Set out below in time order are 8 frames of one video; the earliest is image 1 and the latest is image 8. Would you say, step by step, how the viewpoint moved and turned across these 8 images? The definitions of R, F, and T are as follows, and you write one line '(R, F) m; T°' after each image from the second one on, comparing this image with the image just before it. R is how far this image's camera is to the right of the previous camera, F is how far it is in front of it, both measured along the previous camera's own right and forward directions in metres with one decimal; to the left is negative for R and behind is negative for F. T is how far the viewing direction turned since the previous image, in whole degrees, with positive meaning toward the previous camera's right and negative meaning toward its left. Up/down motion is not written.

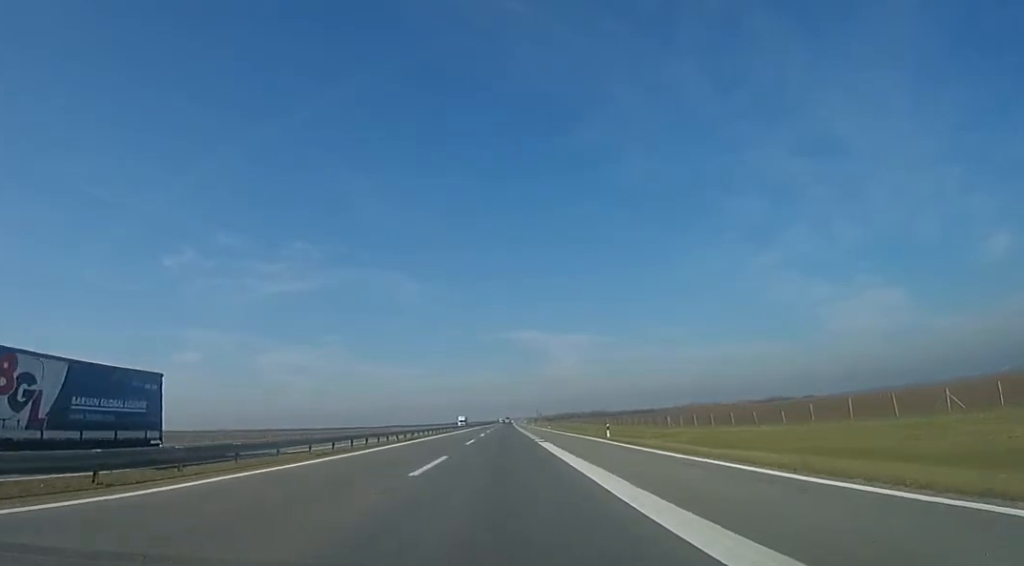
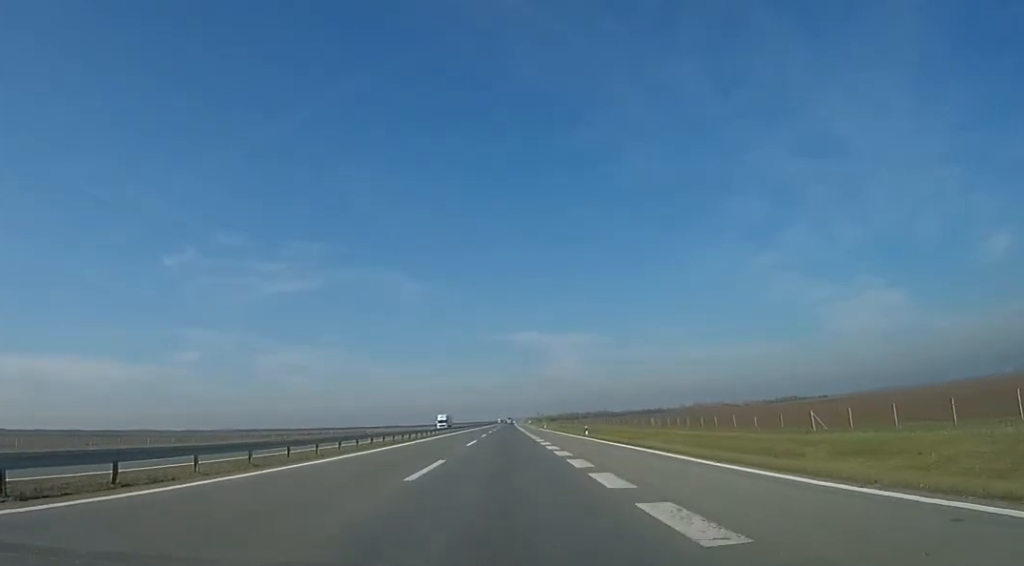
(+0.3, +39.0) m; 0°
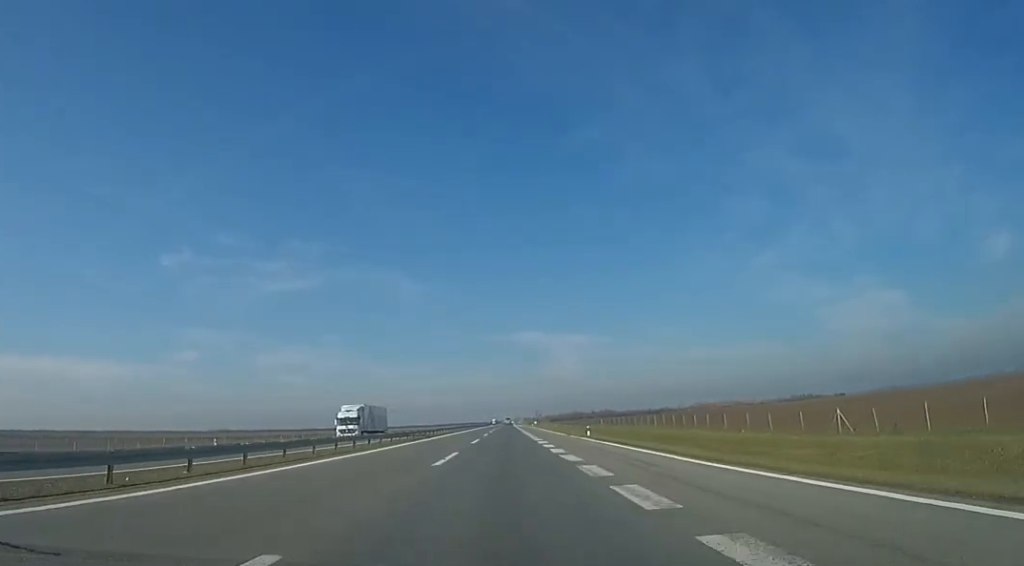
(-1.4, +52.3) m; -2°
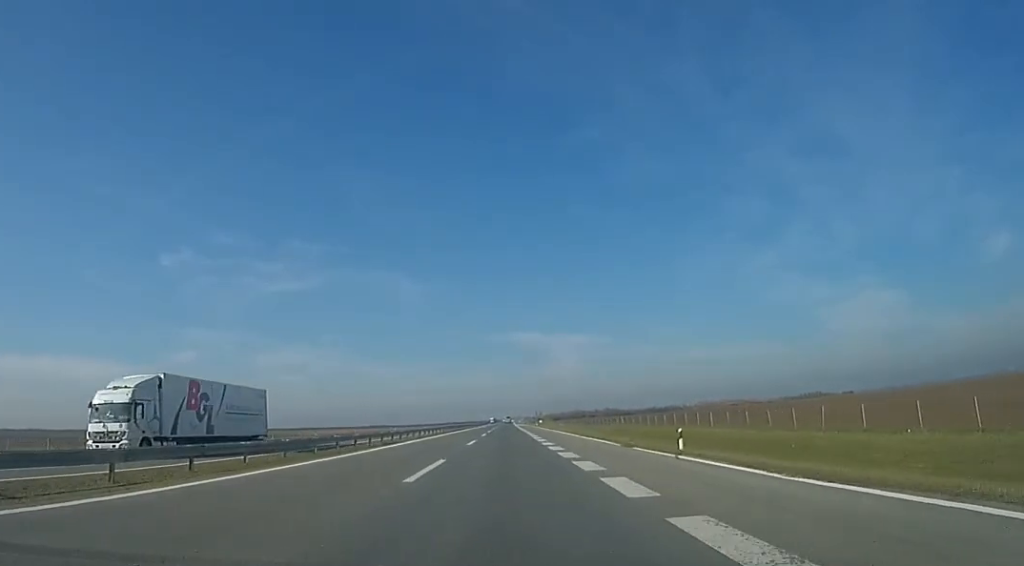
(-0.1, +23.8) m; +1°
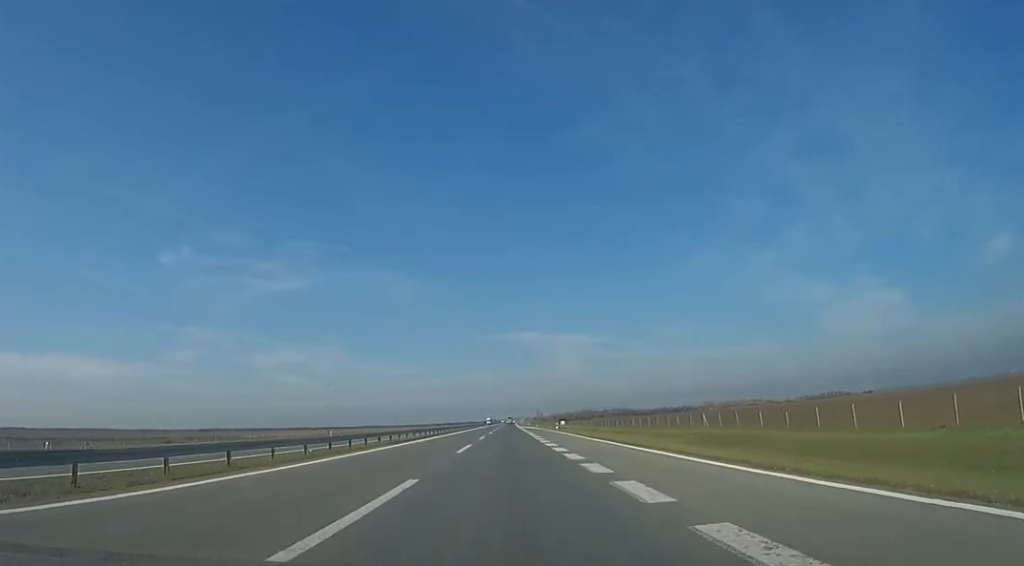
(+1.1, +45.4) m; +2°
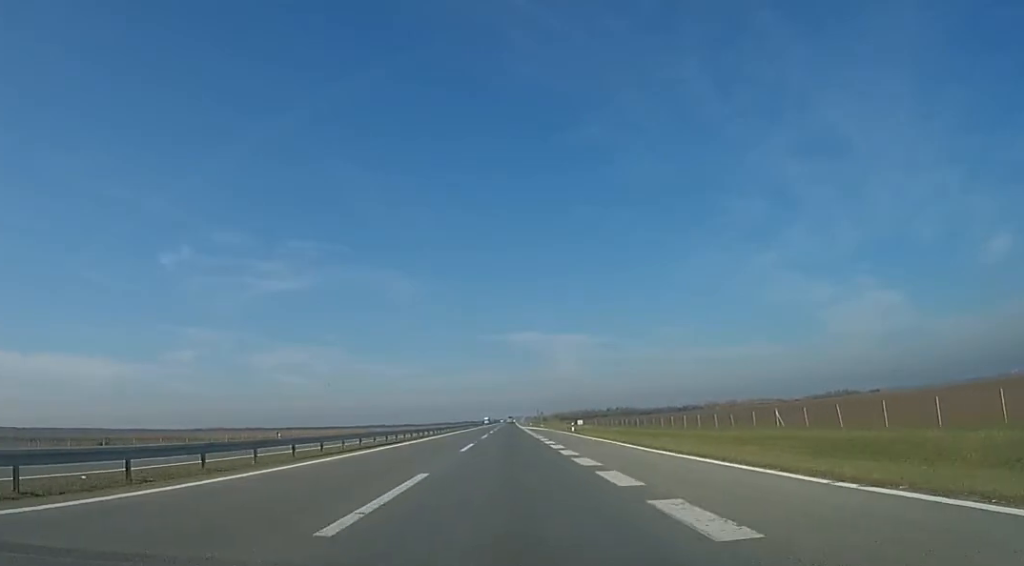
(+0.1, +17.8) m; 0°
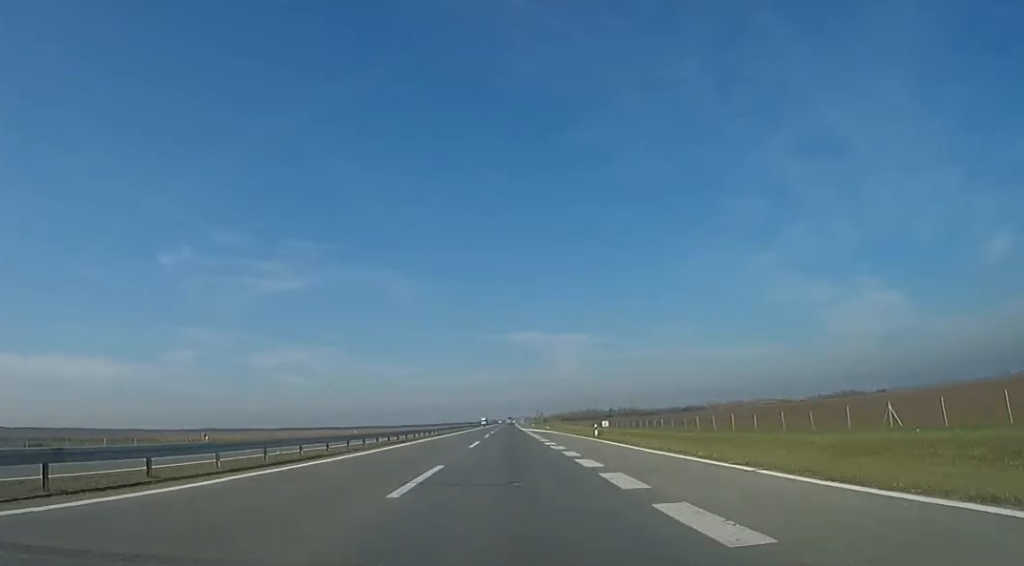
(0.0, +15.2) m; 0°
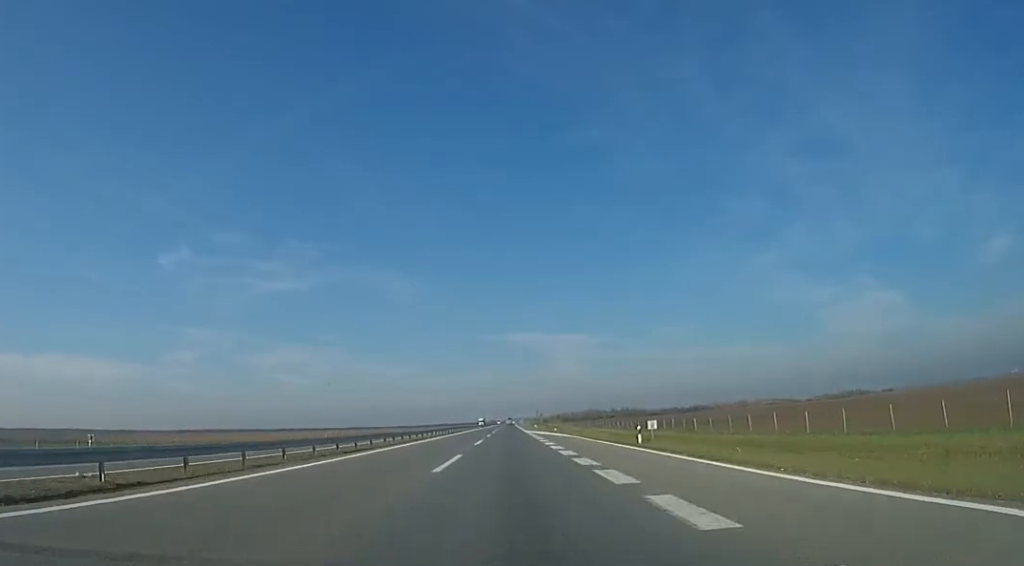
(0.0, +14.1) m; 0°
